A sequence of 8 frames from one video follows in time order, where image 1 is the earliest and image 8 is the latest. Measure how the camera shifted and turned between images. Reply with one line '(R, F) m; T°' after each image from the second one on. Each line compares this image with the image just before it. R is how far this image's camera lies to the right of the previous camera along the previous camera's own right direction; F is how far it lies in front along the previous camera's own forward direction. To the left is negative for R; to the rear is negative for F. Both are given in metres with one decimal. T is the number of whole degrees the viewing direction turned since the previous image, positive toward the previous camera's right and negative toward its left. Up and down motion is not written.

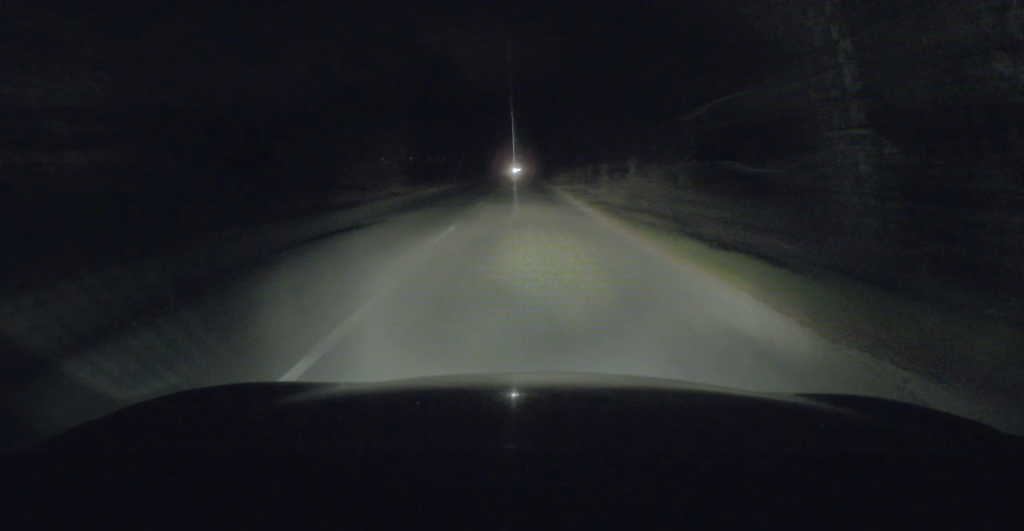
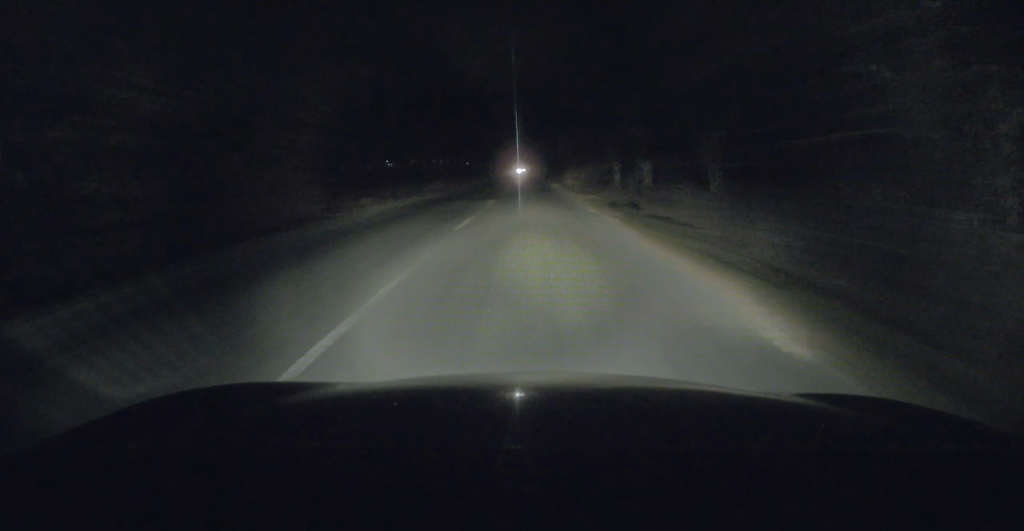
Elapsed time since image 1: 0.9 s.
(0.0, +14.9) m; 0°
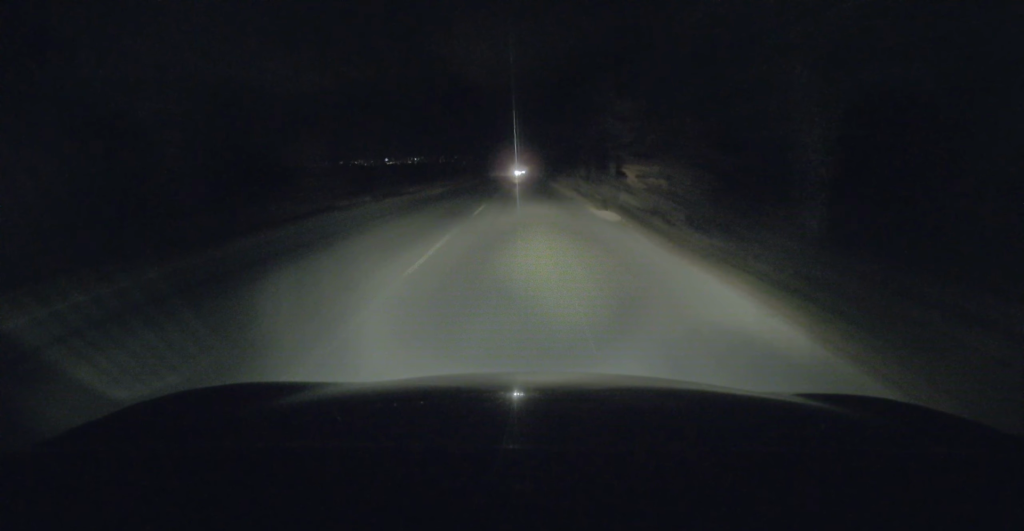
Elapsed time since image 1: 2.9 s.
(0.0, +32.2) m; 0°
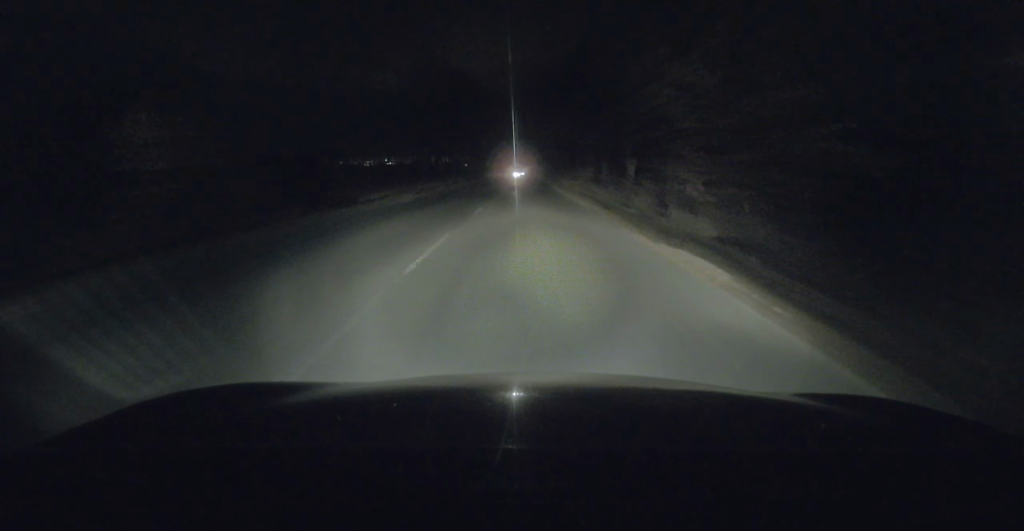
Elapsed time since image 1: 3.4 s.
(0.0, +8.8) m; 0°
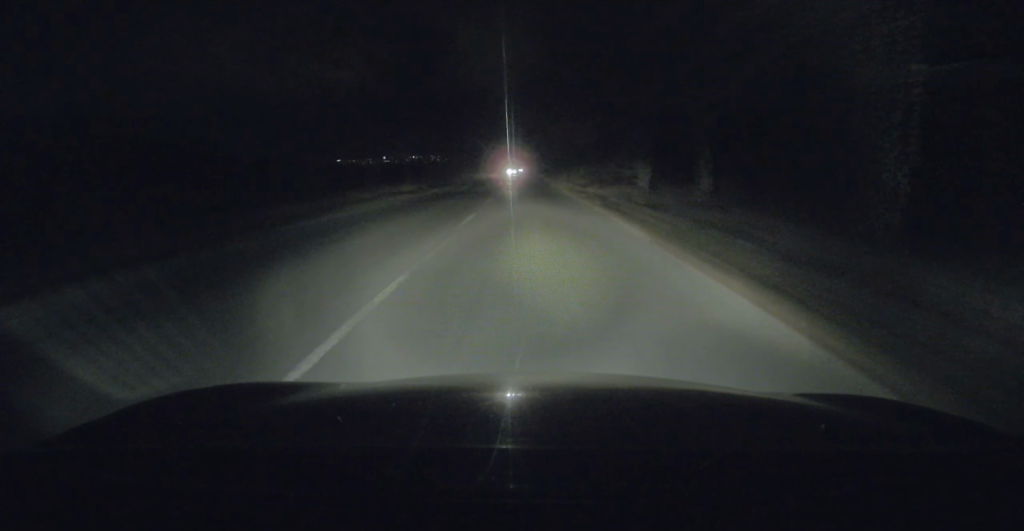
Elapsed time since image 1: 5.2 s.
(-0.5, +30.0) m; -2°
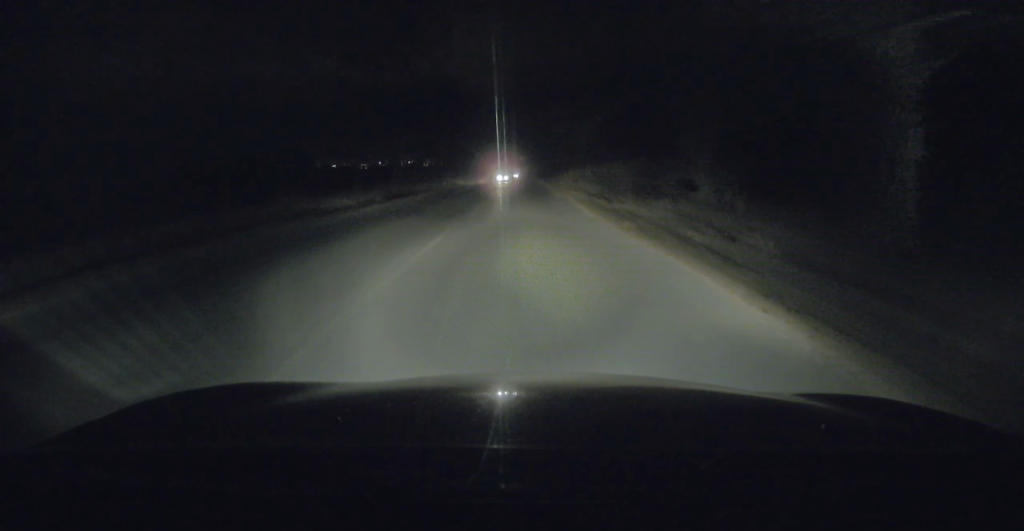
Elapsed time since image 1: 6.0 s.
(0.0, +13.0) m; +1°
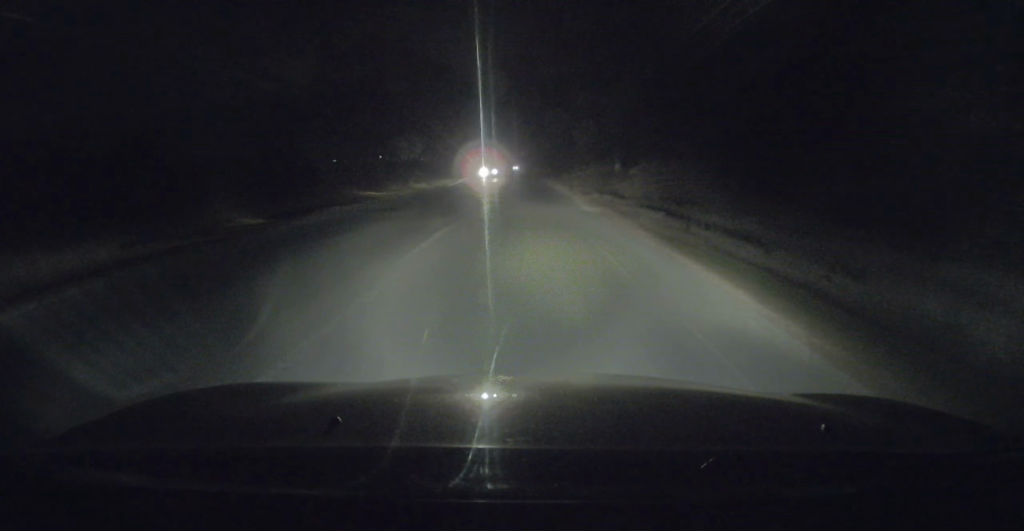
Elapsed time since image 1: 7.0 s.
(+0.4, +17.2) m; +2°
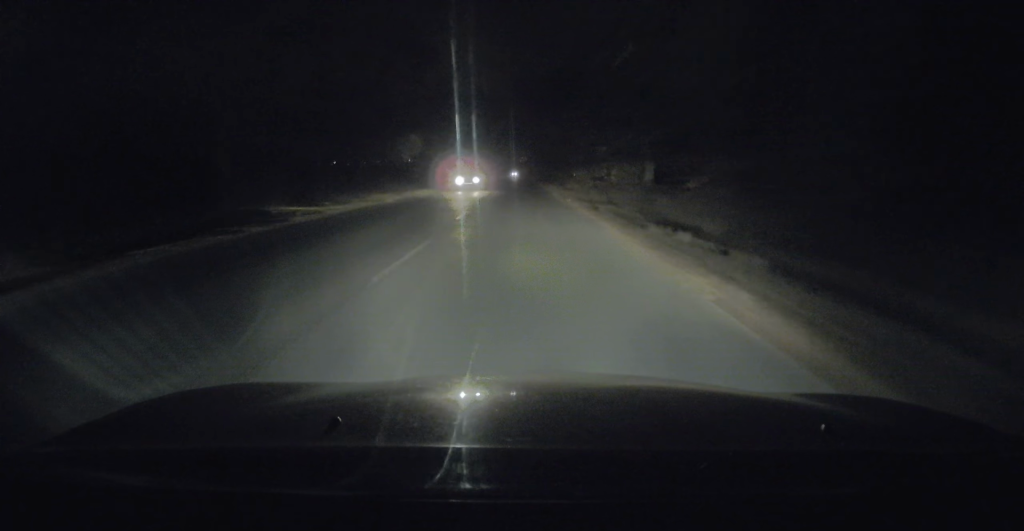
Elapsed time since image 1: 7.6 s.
(+0.3, +10.5) m; 0°
